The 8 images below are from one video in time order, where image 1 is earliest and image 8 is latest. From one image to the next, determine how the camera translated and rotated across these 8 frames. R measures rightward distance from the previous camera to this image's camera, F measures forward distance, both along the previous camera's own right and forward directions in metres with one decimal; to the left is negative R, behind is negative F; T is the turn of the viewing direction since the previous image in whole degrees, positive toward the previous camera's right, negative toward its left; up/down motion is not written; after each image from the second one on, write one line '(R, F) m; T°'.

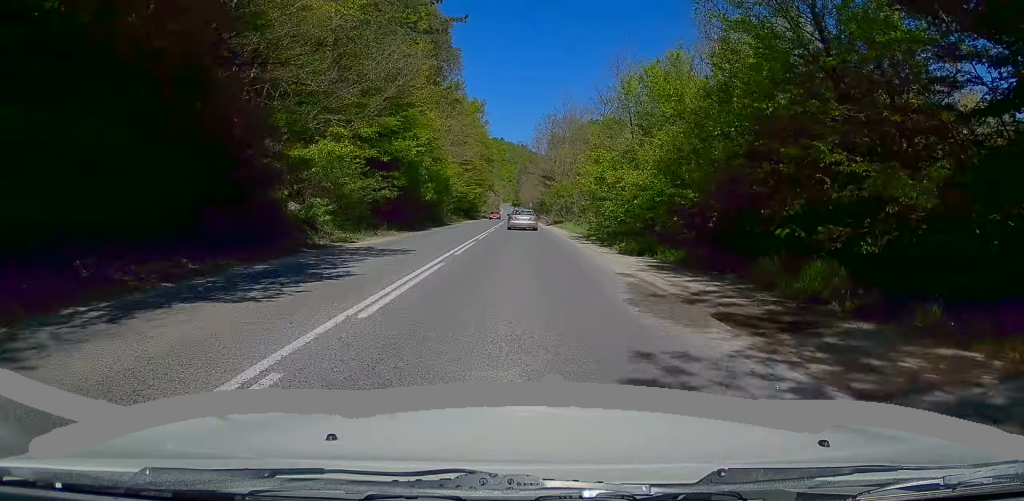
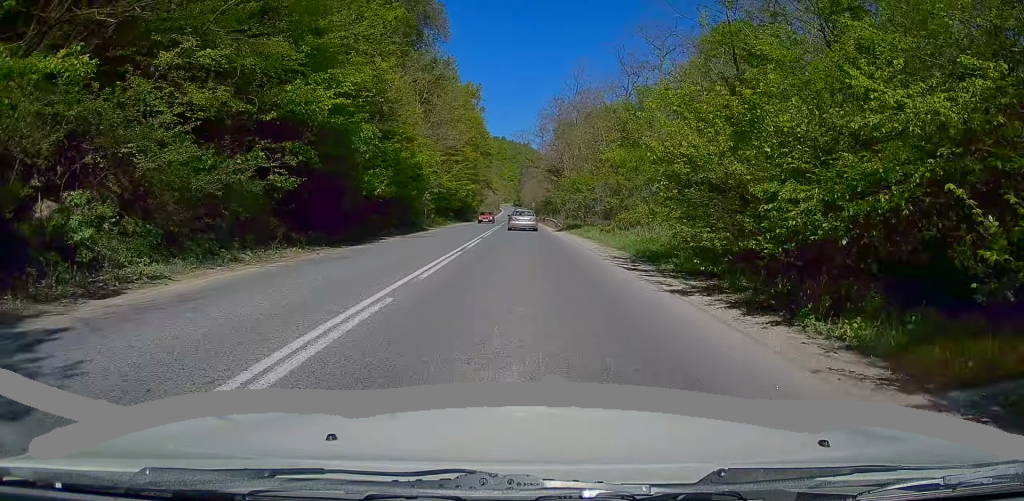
(-0.2, +14.3) m; -1°
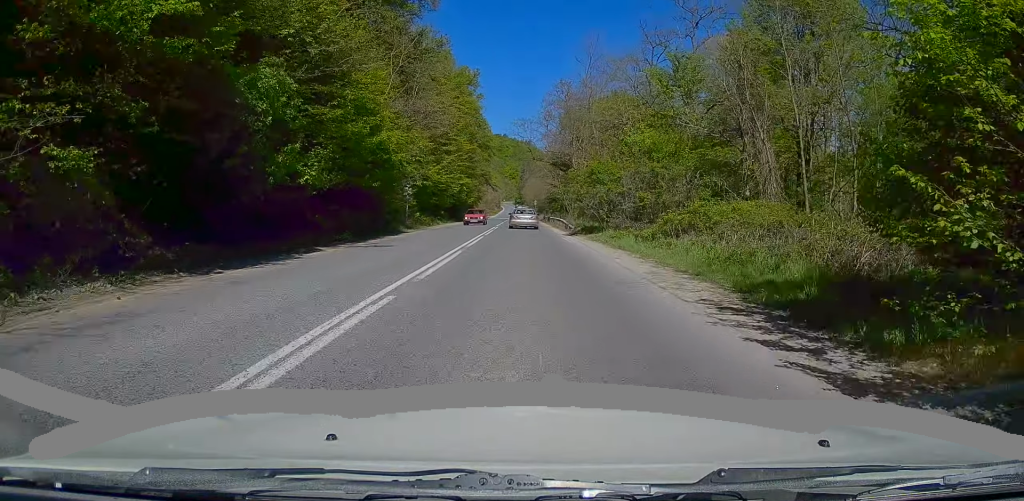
(-0.3, +9.0) m; -1°
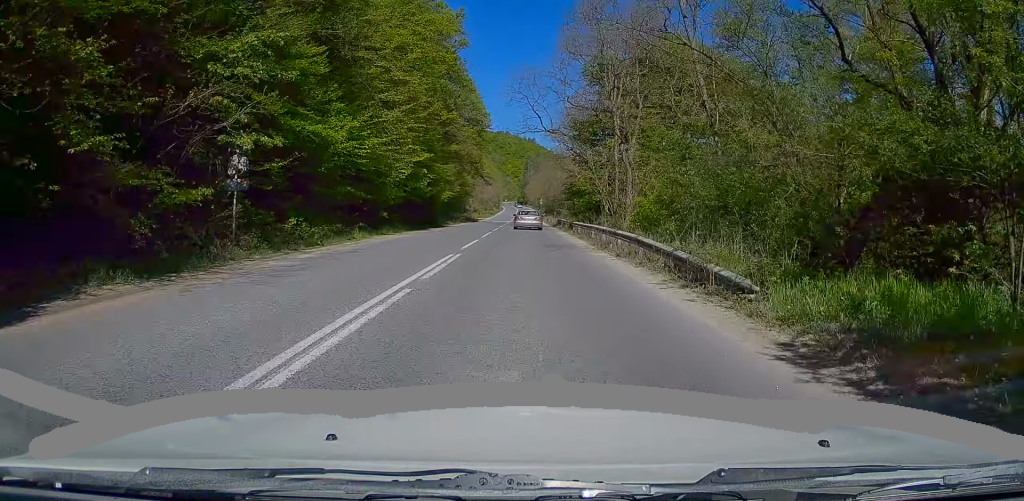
(+0.1, +26.7) m; +2°
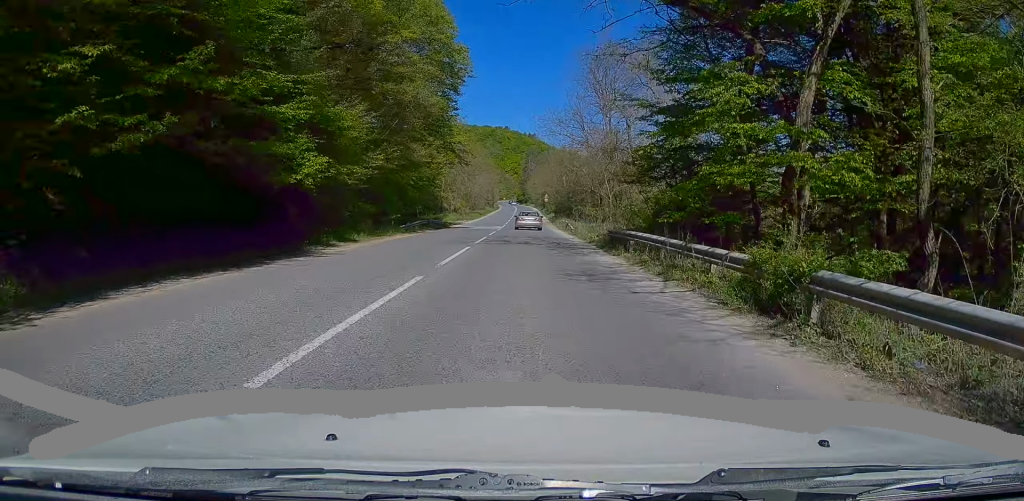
(+1.0, +32.2) m; +2°
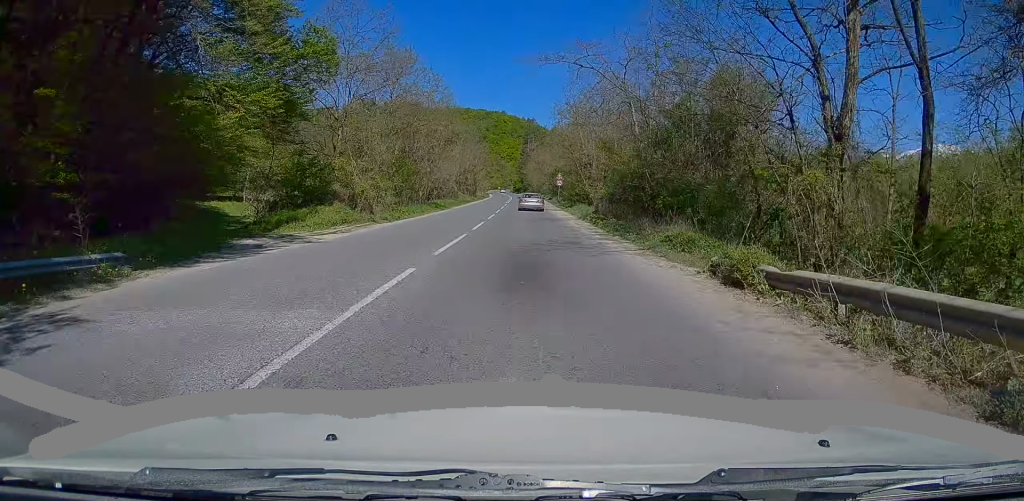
(-0.3, +46.2) m; -1°
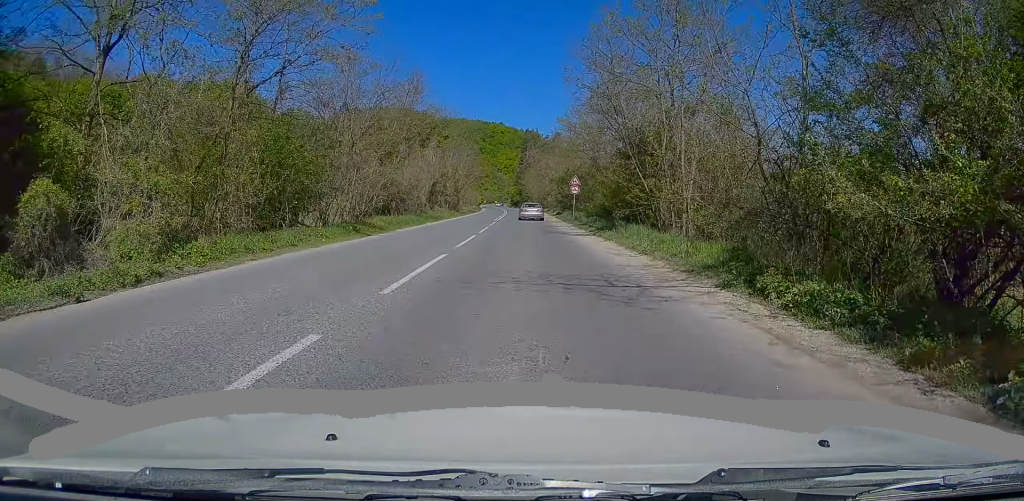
(-0.3, +22.4) m; -1°
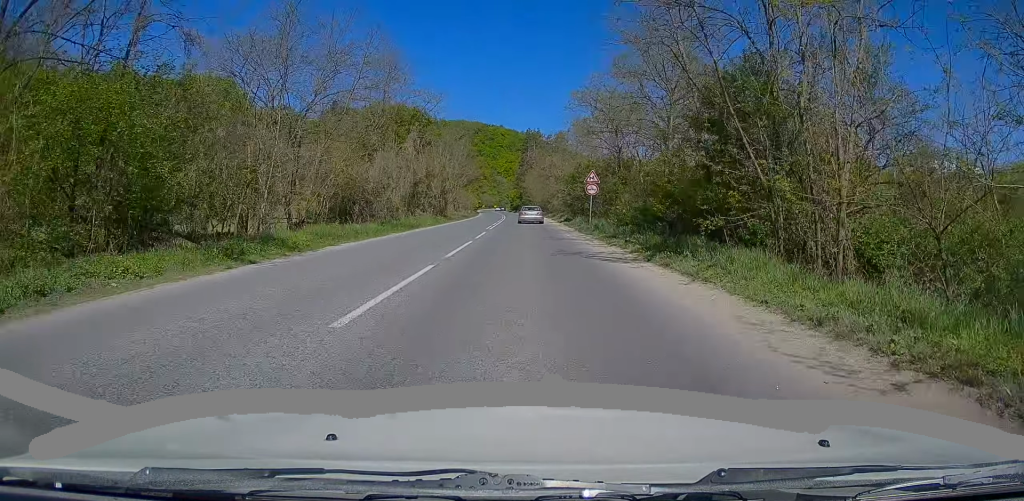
(0.0, +11.1) m; 0°
